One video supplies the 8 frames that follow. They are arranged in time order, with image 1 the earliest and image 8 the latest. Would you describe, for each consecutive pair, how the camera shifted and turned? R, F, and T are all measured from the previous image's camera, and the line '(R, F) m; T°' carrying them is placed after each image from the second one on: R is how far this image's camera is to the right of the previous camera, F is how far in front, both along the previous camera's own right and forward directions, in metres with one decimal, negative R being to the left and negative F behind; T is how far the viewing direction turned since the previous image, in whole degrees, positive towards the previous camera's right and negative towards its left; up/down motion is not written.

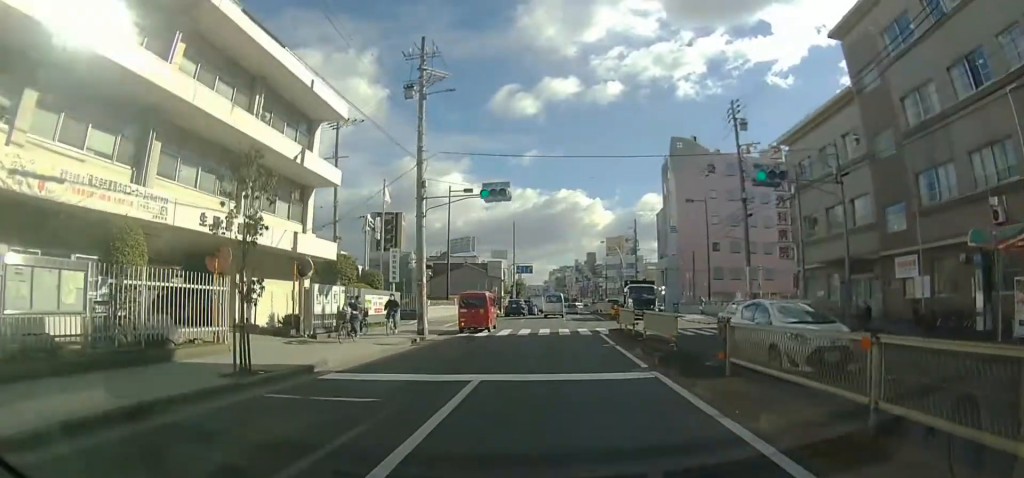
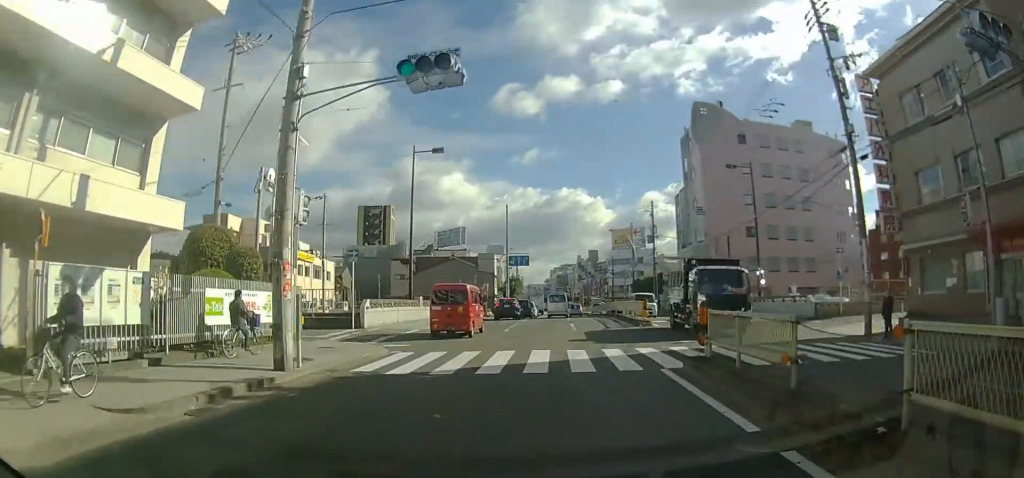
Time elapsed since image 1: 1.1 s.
(0.0, +12.4) m; 0°
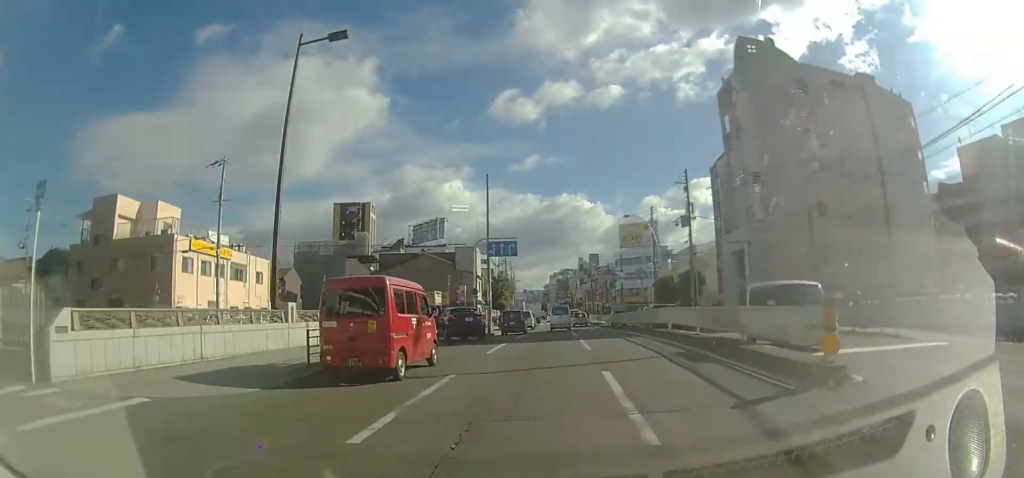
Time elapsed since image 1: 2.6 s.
(+0.3, +17.2) m; +1°
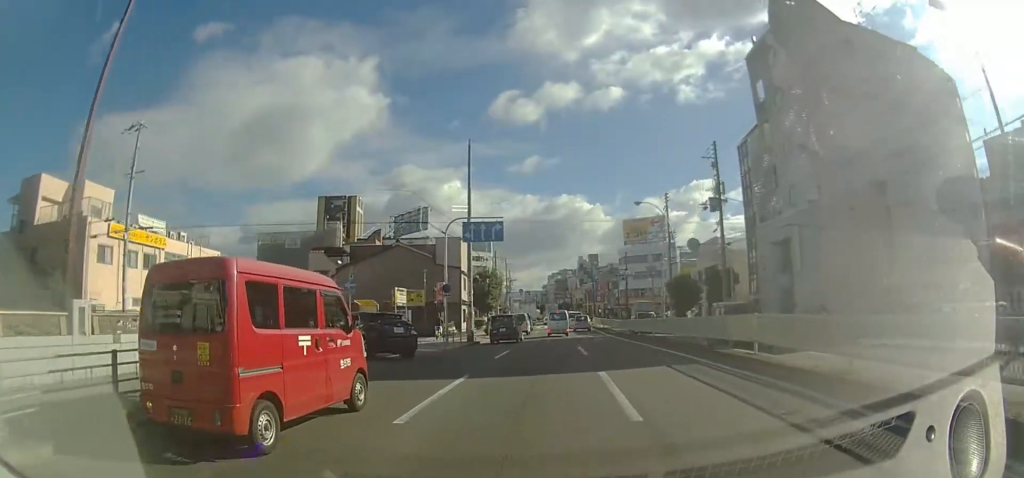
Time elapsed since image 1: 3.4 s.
(-0.1, +8.9) m; -1°
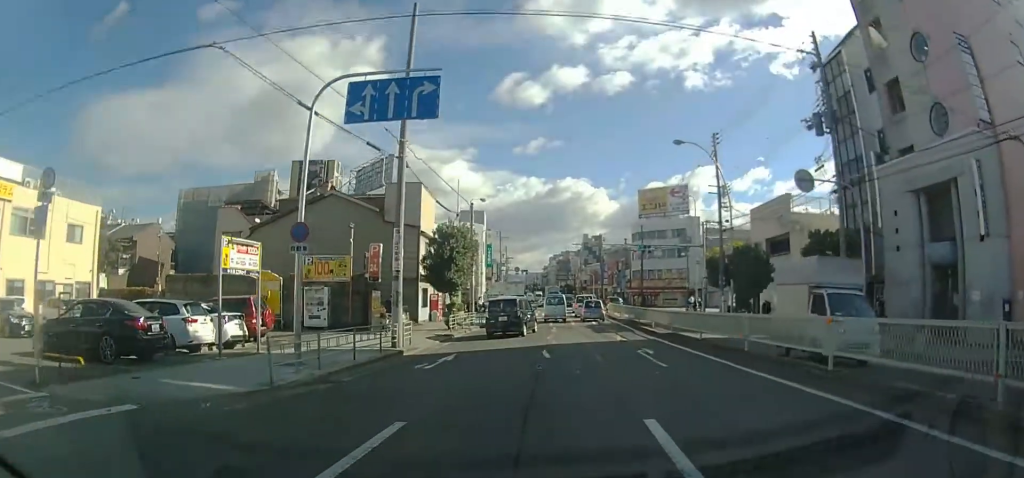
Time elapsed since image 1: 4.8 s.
(-0.4, +15.0) m; -2°
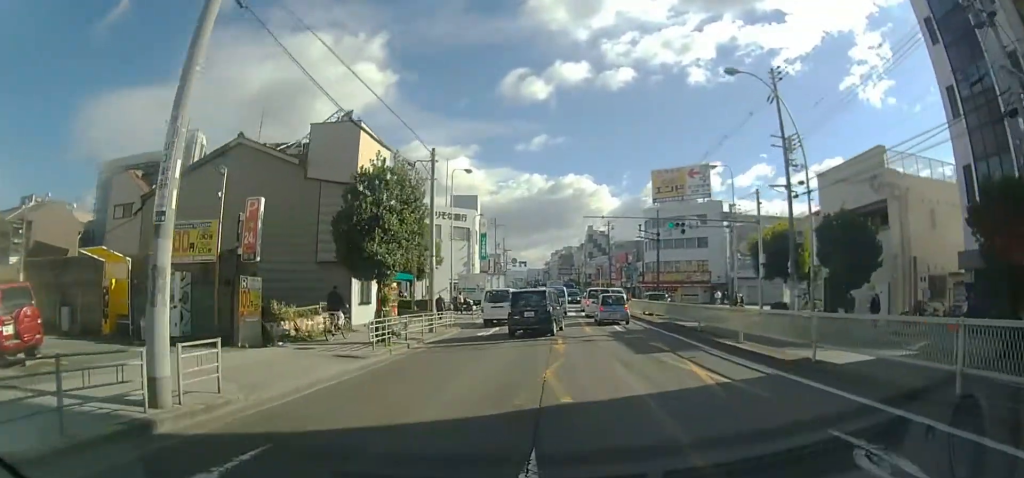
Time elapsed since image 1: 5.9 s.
(0.0, +11.1) m; 0°
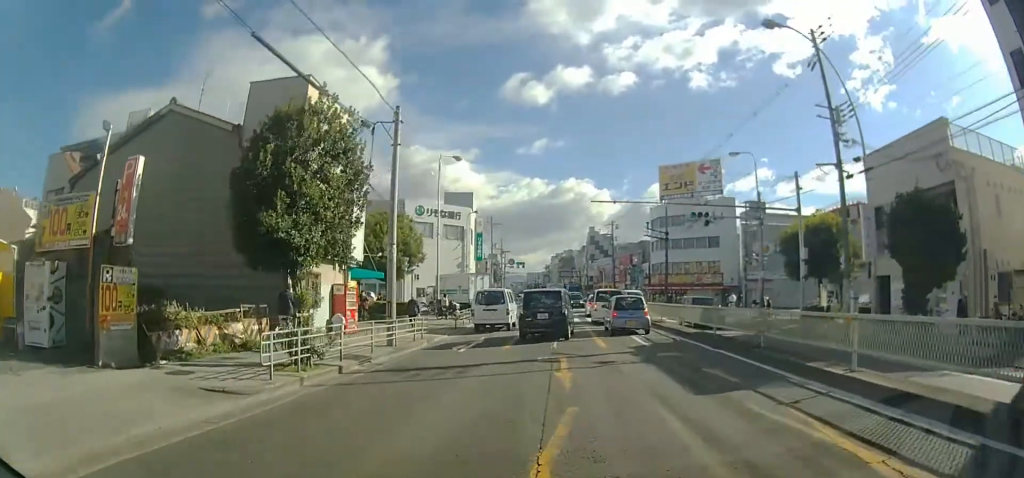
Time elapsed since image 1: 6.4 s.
(0.0, +5.5) m; 0°
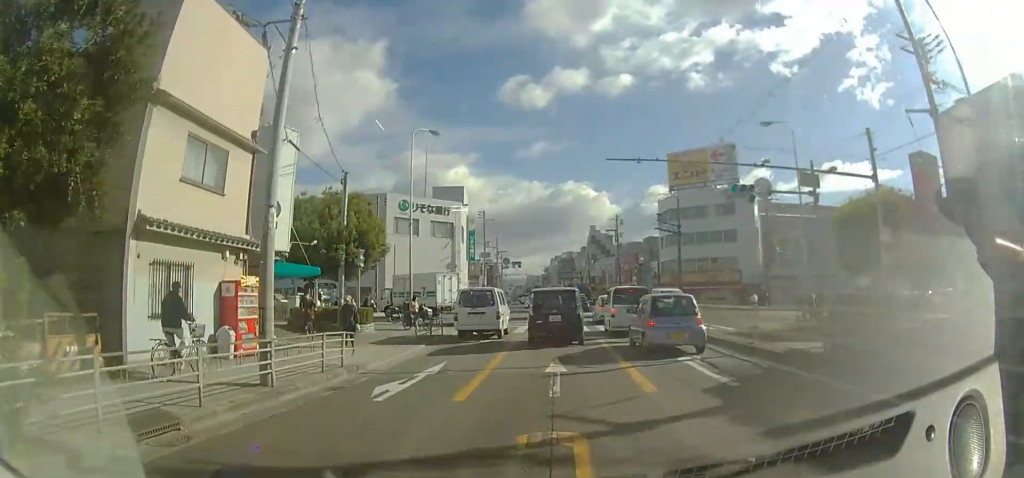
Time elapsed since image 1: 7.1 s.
(0.0, +7.6) m; 0°
